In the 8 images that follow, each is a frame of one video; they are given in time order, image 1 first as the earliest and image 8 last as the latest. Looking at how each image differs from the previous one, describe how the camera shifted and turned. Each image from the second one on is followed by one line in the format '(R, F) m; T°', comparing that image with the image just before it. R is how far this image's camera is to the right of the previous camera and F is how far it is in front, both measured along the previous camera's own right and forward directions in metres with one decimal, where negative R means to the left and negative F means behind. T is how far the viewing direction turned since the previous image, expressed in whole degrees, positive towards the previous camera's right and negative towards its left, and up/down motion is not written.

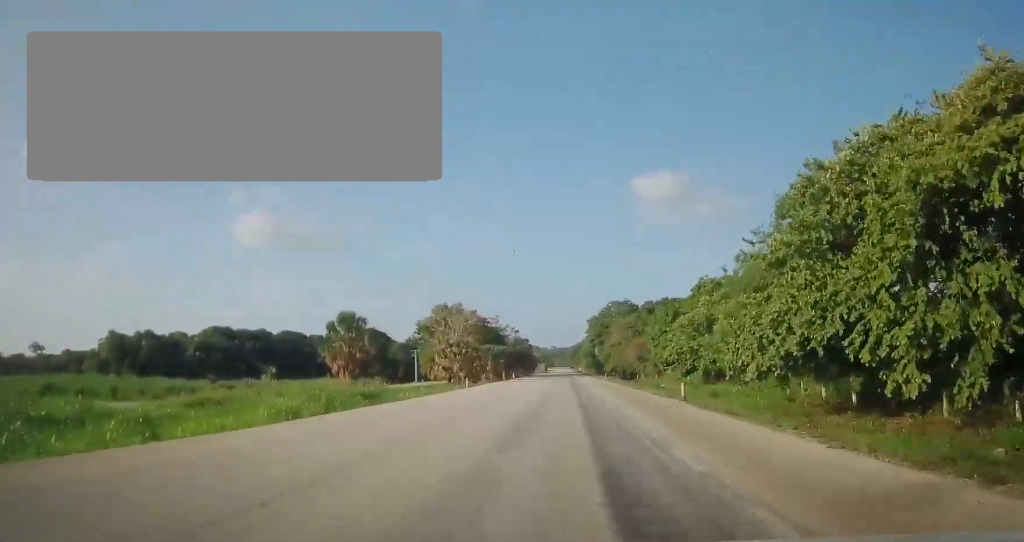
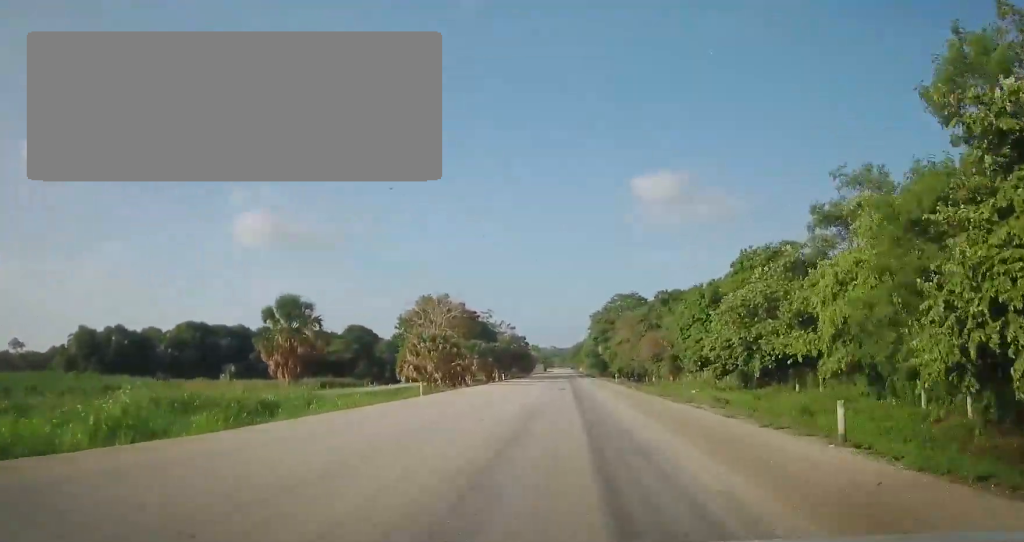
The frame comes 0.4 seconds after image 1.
(0.0, +13.2) m; 0°
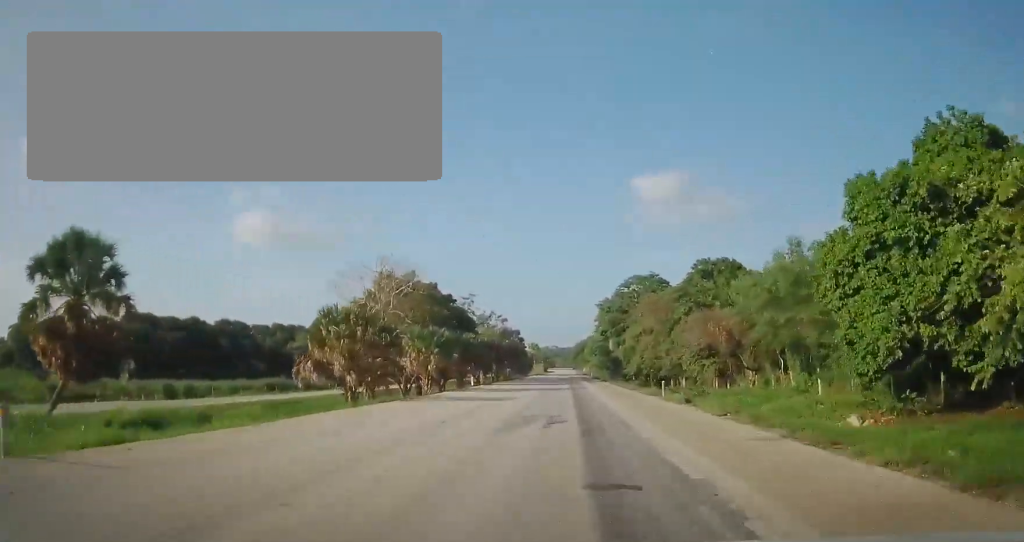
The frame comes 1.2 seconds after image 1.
(+0.6, +23.5) m; 0°
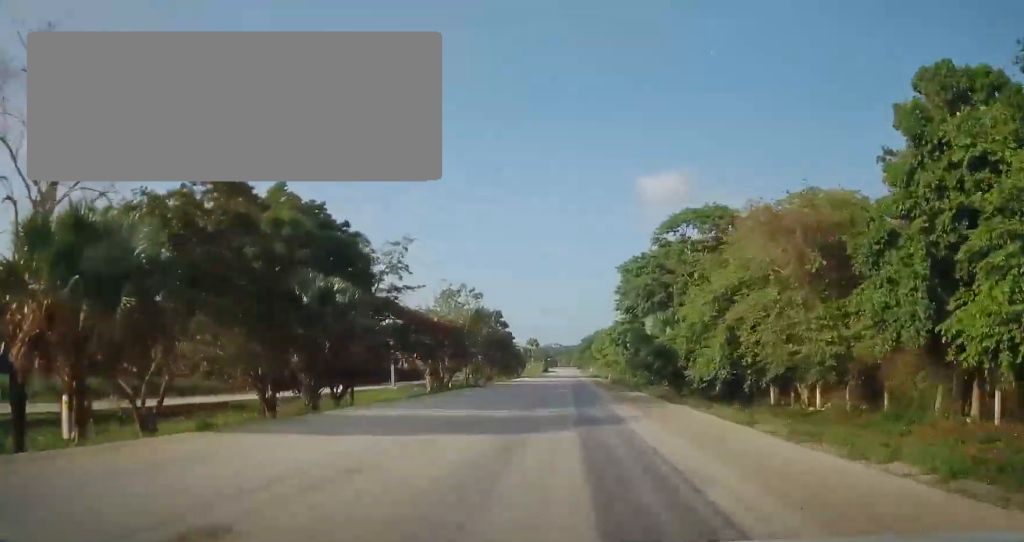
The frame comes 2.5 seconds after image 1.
(-0.7, +39.0) m; -1°
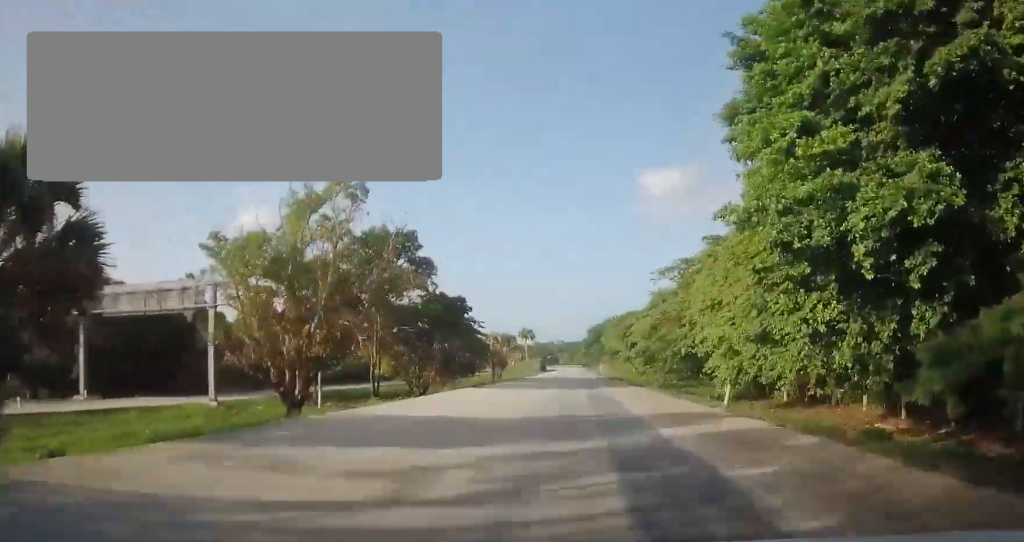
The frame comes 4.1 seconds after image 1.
(0.0, +48.9) m; -1°
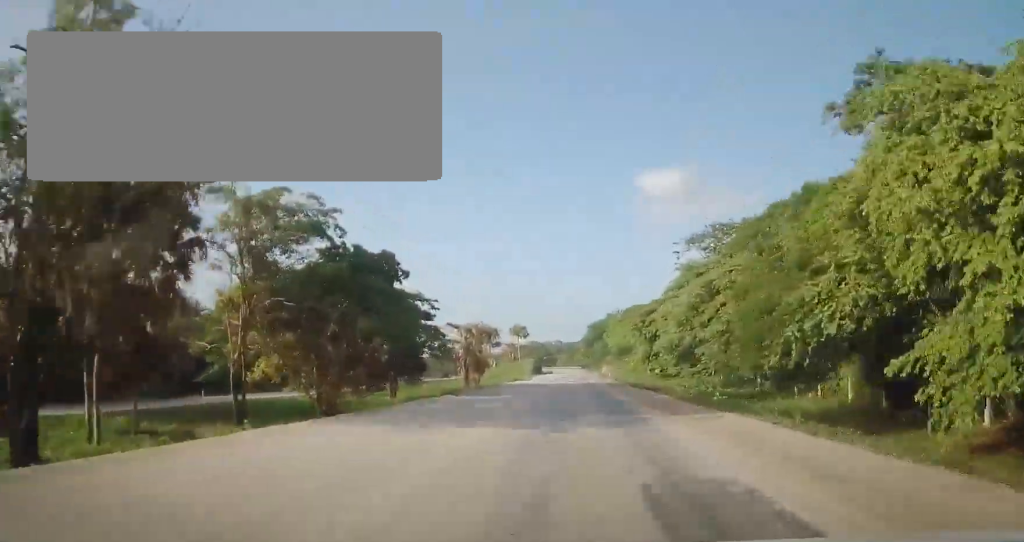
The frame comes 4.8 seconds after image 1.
(0.0, +22.0) m; 0°
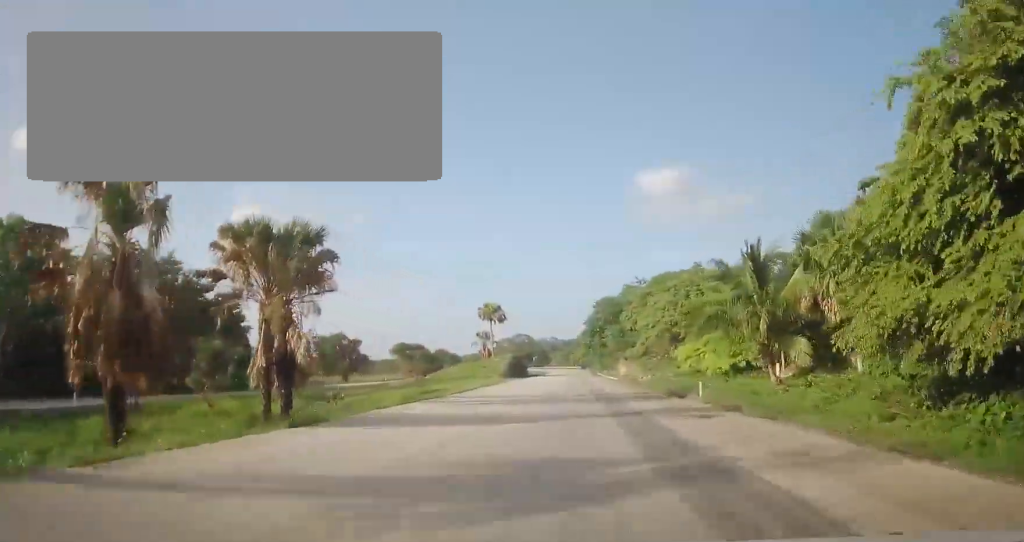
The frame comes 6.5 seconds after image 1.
(+0.6, +53.4) m; +1°
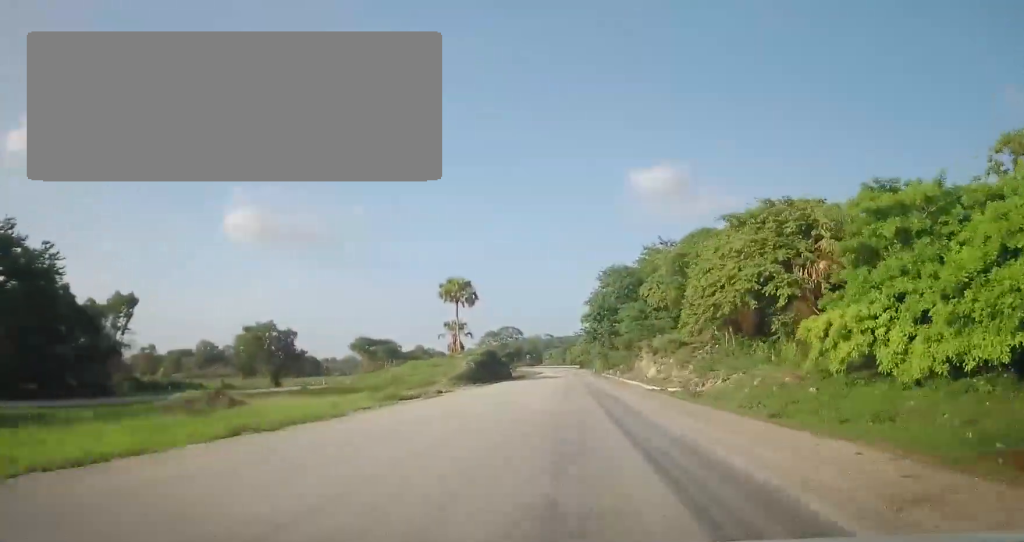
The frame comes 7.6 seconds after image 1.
(0.0, +31.0) m; 0°
